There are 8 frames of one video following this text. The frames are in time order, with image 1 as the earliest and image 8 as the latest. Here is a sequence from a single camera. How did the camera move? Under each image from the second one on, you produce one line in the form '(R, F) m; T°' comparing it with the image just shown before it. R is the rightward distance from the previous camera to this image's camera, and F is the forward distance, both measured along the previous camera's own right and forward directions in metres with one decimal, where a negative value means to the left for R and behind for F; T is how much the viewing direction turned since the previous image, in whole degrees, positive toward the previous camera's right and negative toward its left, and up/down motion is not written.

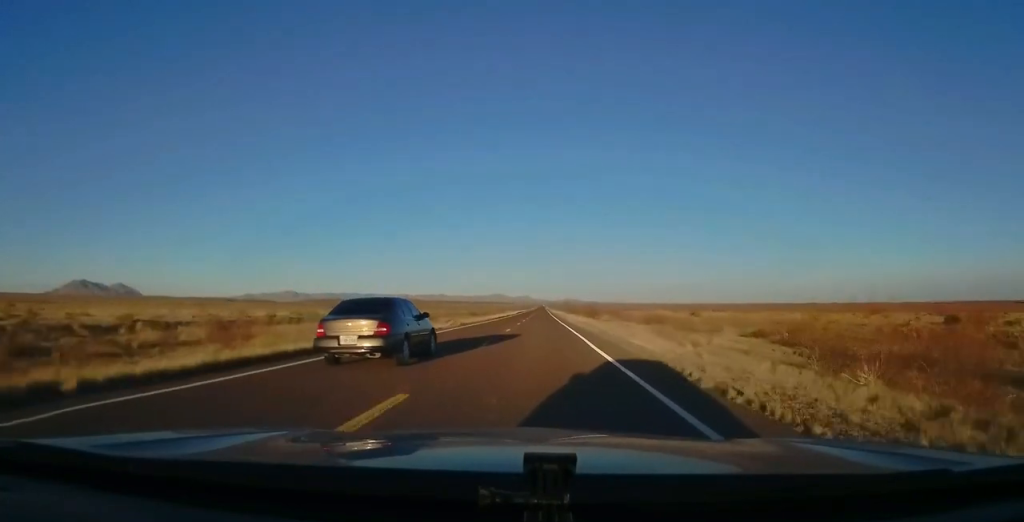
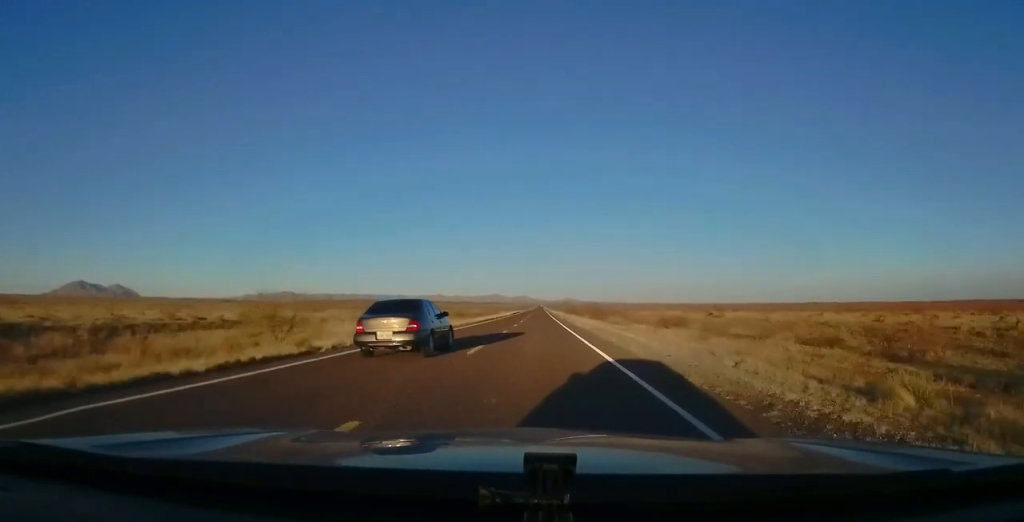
(+0.2, +14.5) m; 0°
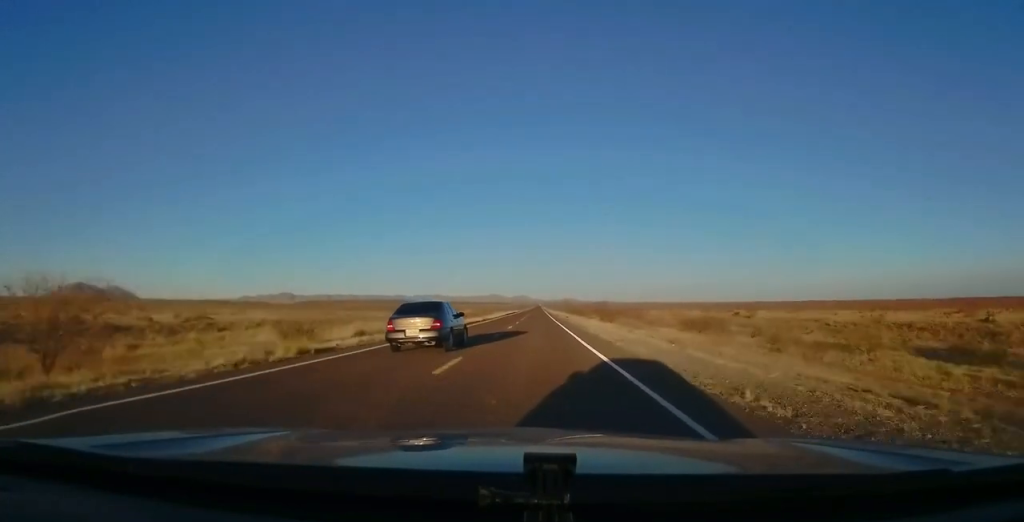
(-0.2, +16.4) m; -1°
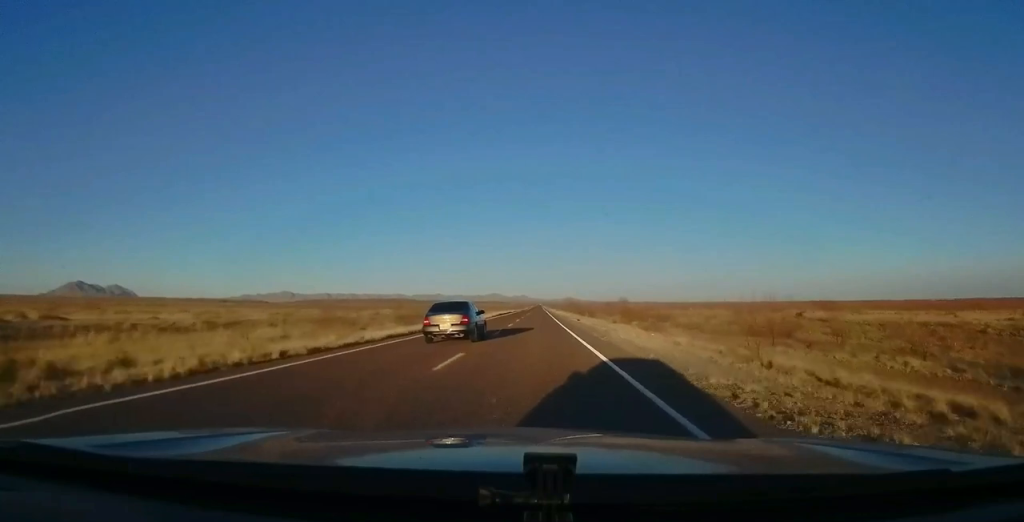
(-0.2, +24.1) m; -1°
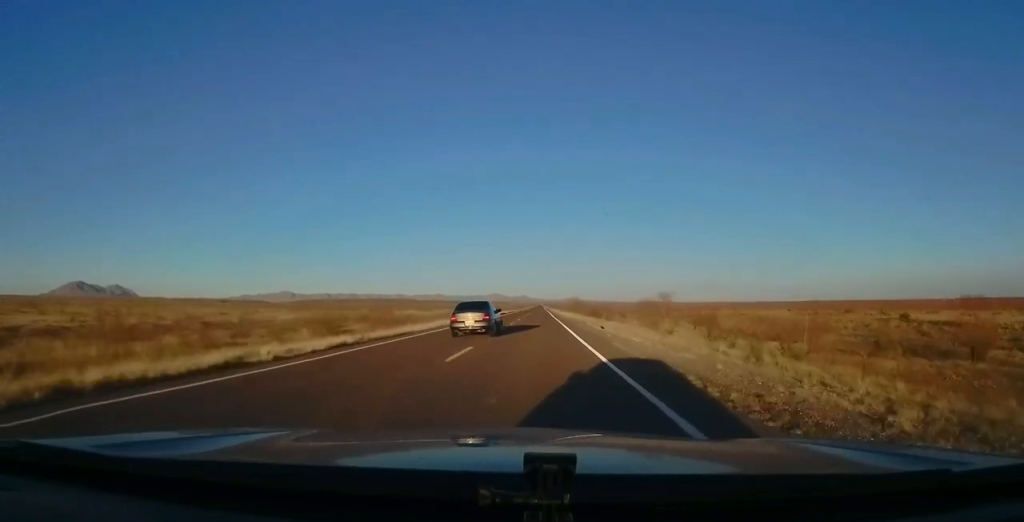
(-0.1, +23.1) m; 0°
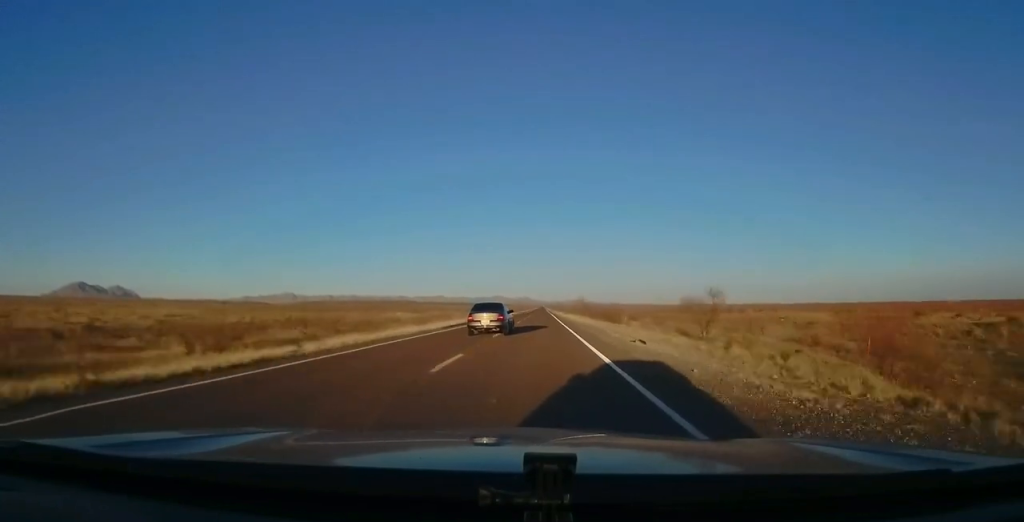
(+0.1, +14.5) m; 0°
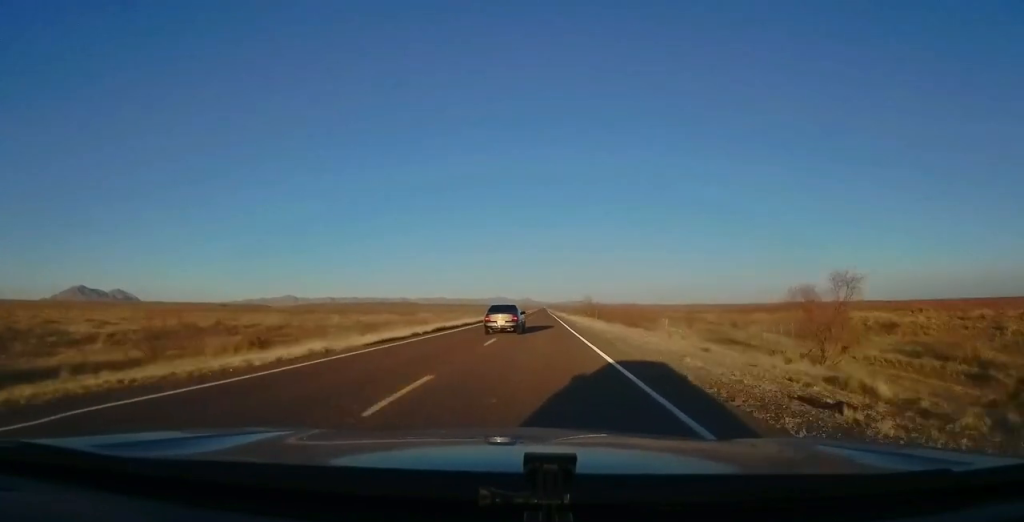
(0.0, +16.4) m; 0°
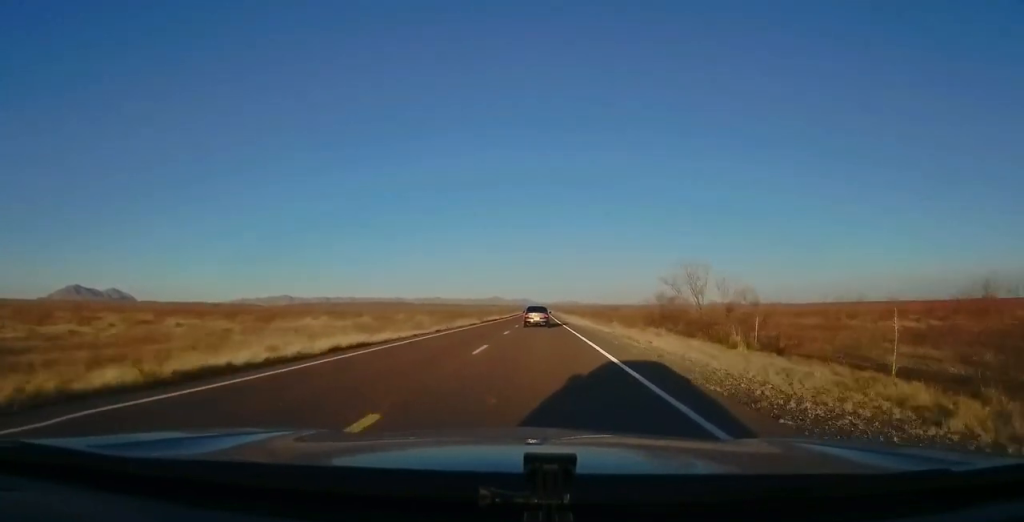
(-0.3, +77.1) m; 0°
